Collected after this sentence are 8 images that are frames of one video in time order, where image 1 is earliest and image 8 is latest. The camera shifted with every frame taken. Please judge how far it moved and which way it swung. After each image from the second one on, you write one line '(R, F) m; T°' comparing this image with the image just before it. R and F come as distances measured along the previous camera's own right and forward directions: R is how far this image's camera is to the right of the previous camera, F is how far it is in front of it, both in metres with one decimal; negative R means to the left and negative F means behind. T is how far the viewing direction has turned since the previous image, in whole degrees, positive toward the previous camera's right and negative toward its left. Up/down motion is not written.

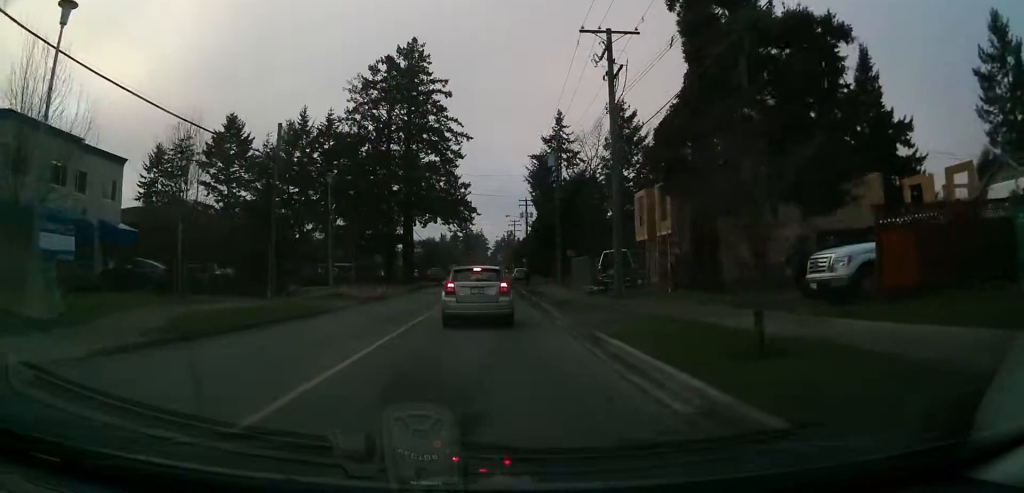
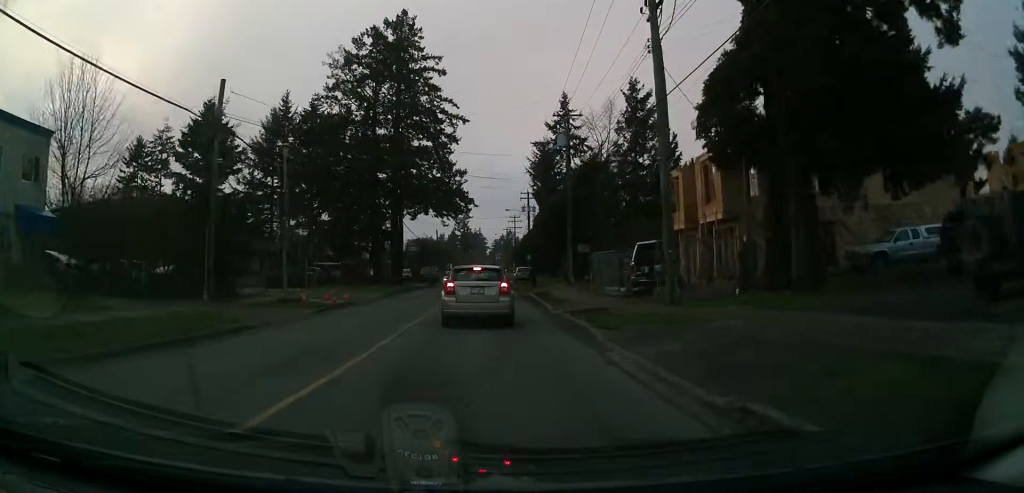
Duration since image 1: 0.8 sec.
(0.0, +7.4) m; 0°
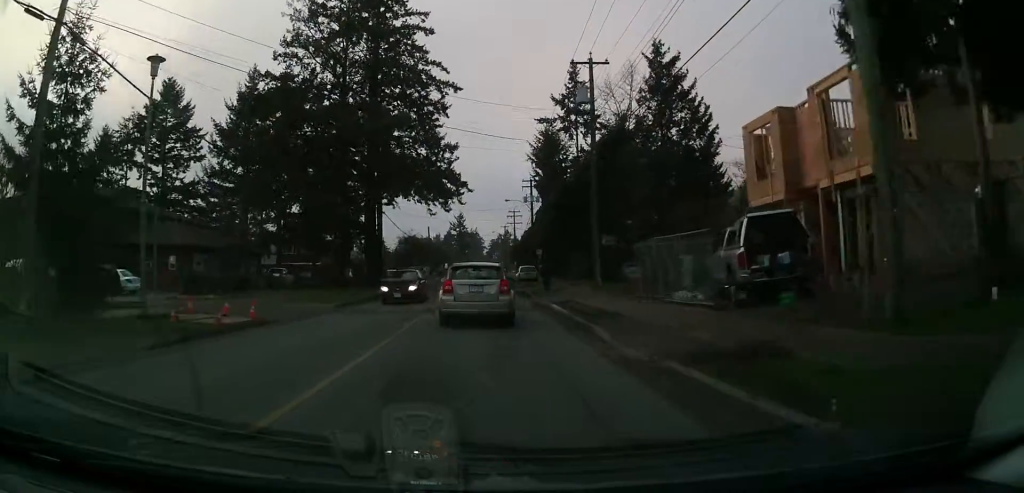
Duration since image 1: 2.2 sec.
(0.0, +11.4) m; 0°
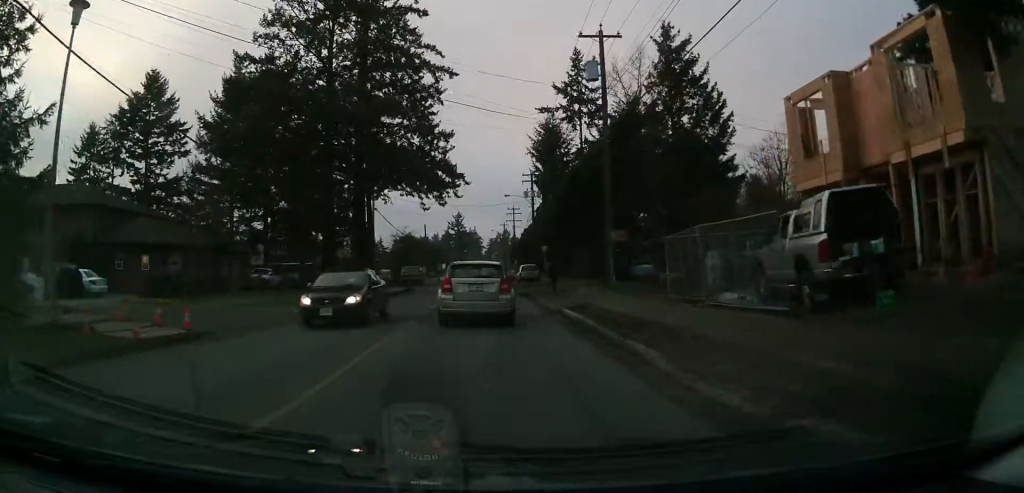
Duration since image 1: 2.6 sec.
(0.0, +3.8) m; 0°
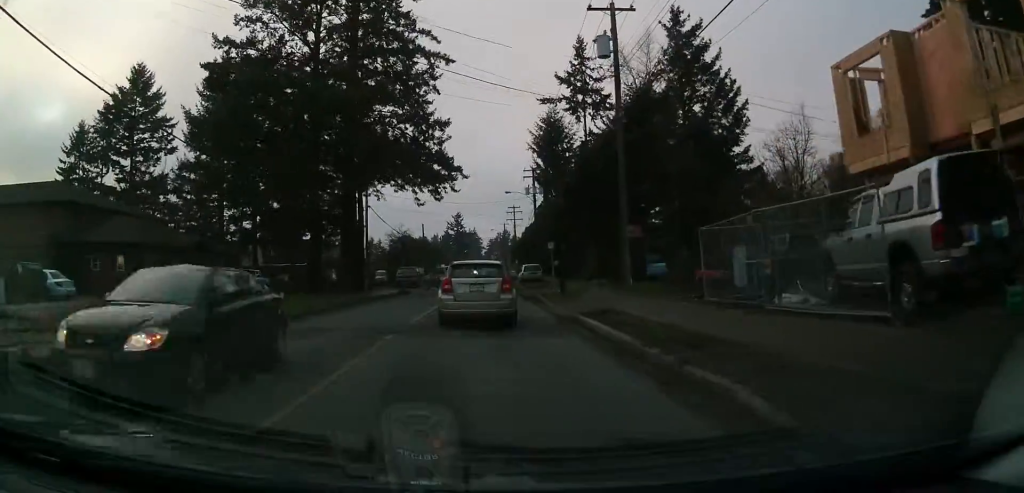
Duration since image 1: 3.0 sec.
(0.0, +3.3) m; 0°
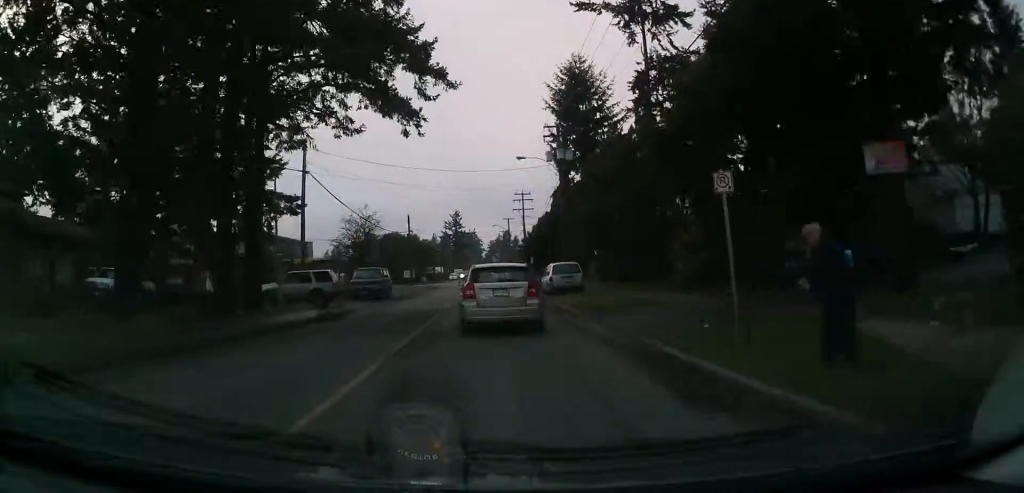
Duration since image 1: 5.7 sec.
(0.0, +20.8) m; 0°
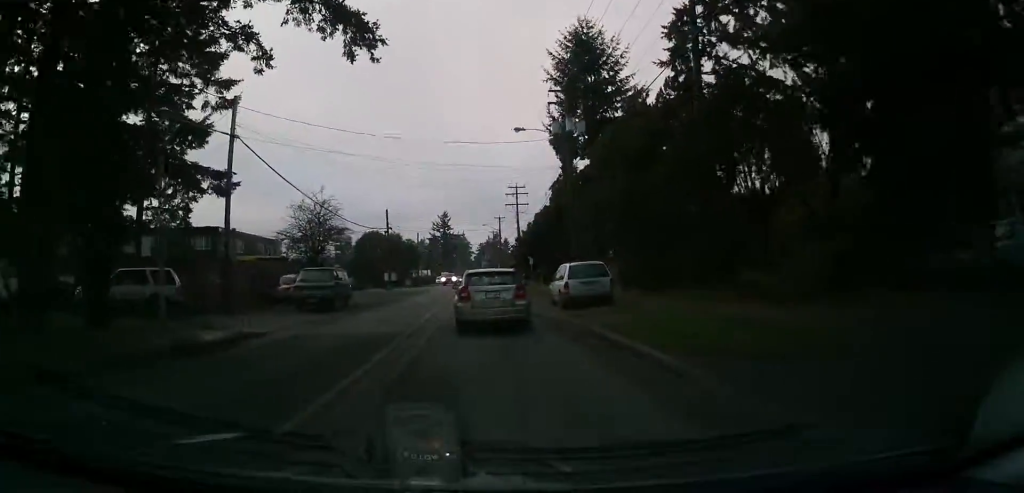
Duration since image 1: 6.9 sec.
(0.0, +9.7) m; 0°
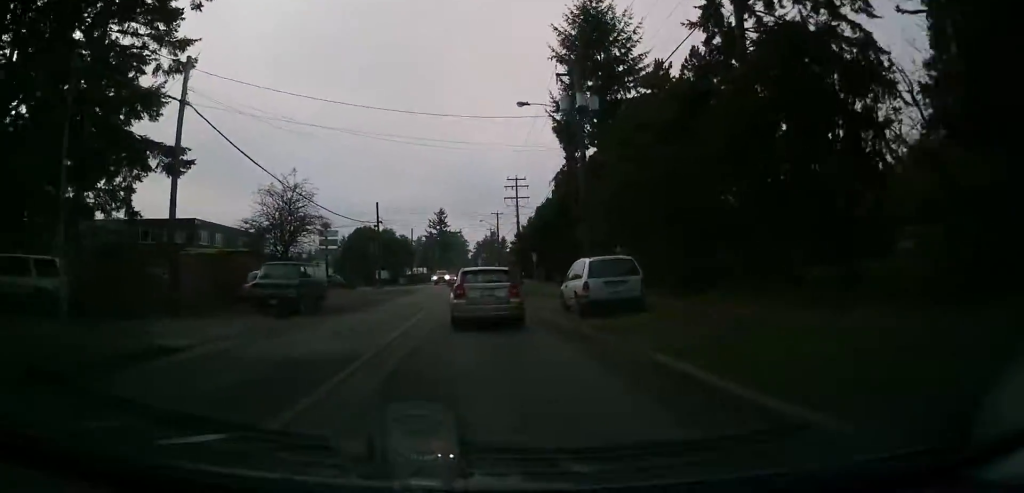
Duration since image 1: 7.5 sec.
(0.0, +4.9) m; 0°
